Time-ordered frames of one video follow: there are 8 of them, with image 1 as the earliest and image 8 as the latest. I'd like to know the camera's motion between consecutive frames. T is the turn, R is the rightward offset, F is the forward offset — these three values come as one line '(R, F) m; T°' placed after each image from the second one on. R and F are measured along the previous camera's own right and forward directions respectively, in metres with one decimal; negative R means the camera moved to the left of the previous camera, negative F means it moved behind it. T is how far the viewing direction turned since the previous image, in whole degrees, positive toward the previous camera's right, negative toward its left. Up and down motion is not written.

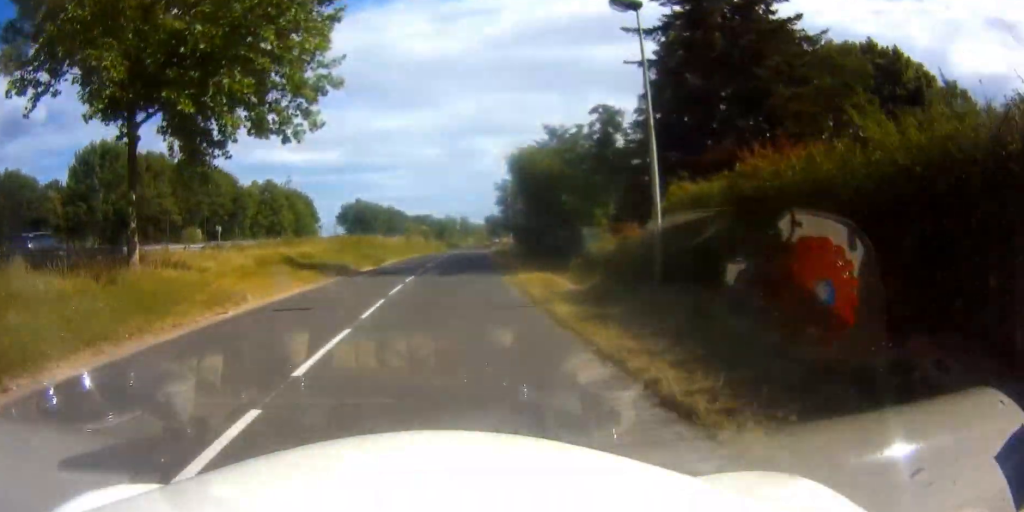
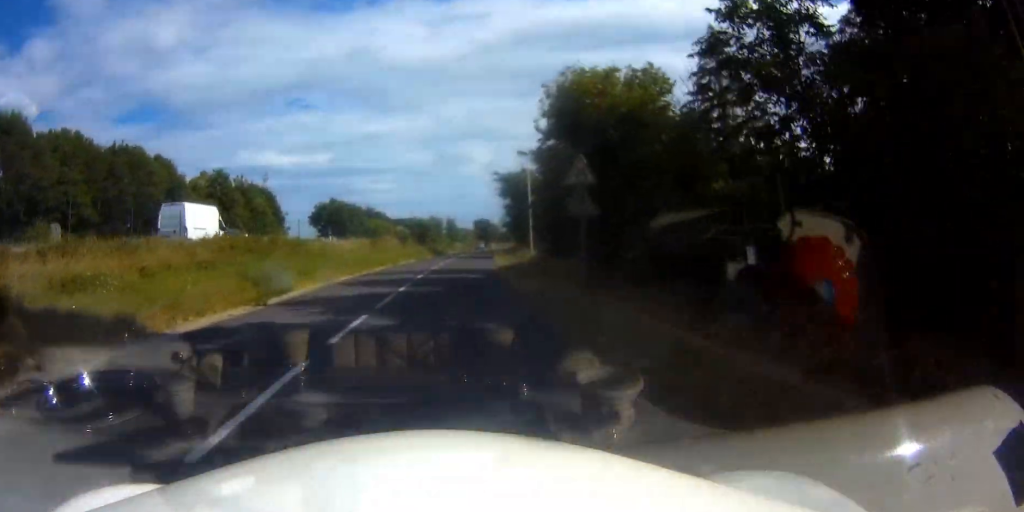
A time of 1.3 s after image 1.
(+0.3, +19.9) m; +2°
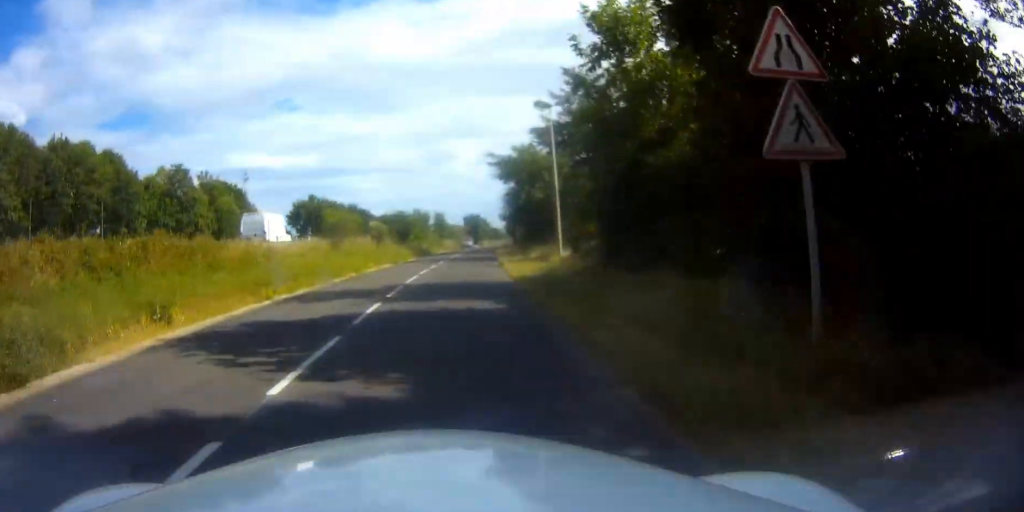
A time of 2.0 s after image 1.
(+0.1, +11.3) m; +1°
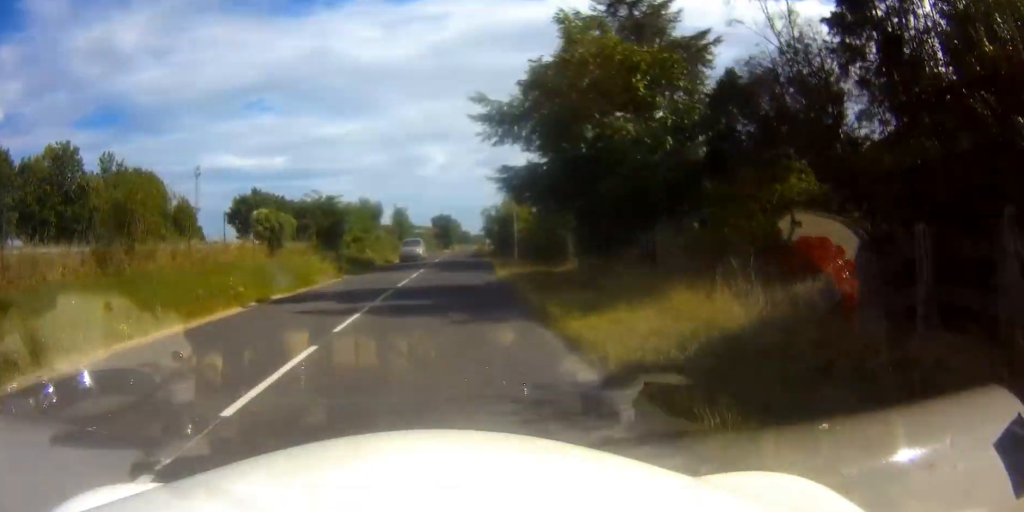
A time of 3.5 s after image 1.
(+0.4, +22.2) m; +3°
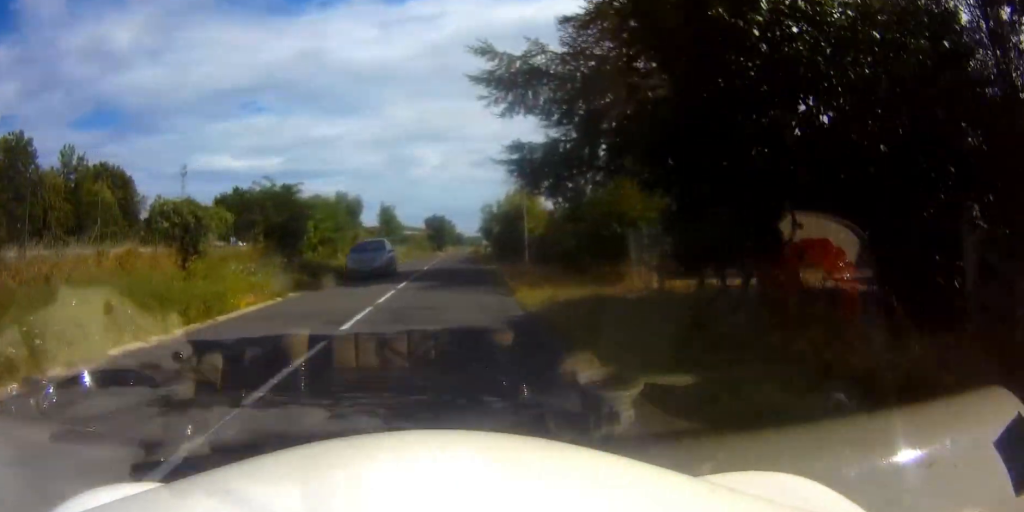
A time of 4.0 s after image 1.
(+0.1, +8.1) m; +1°
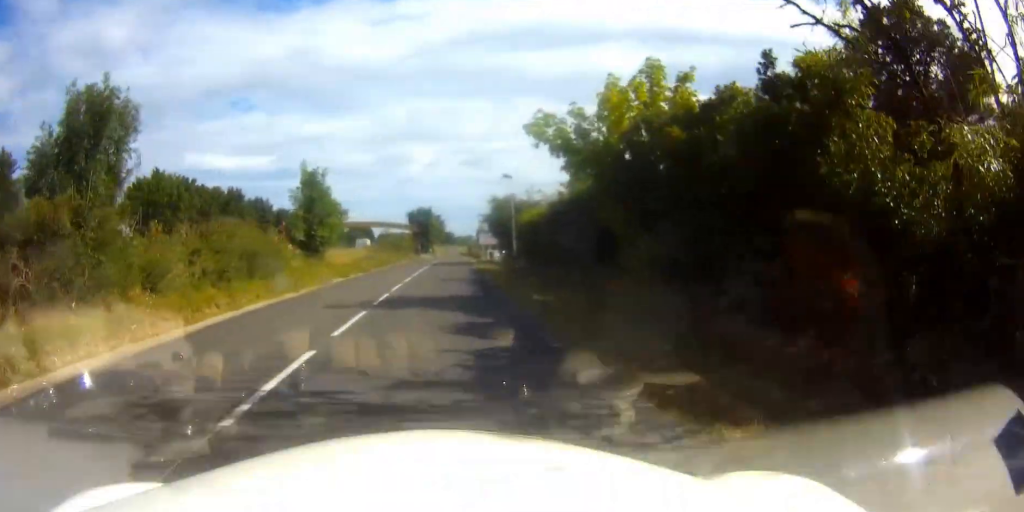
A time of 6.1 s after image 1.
(+0.2, +30.5) m; 0°
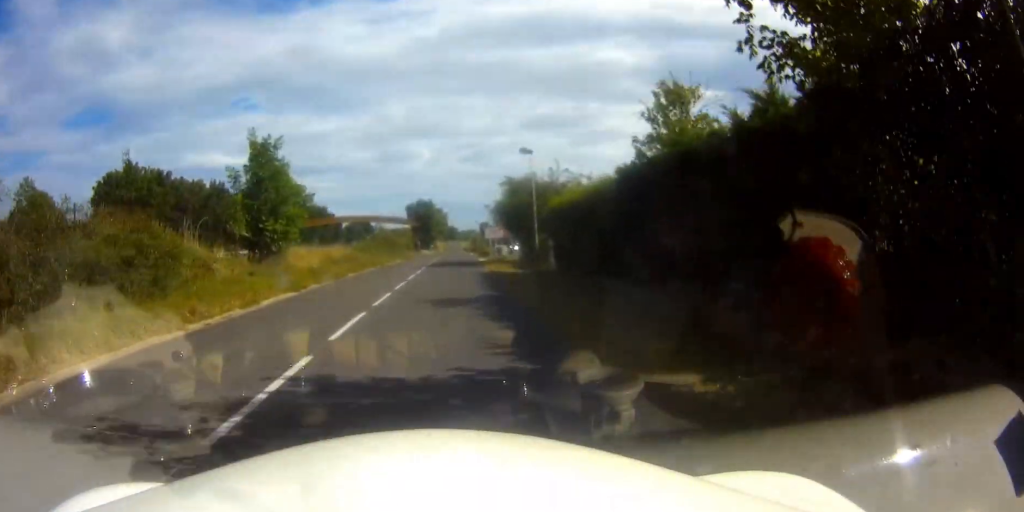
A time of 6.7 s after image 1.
(0.0, +9.1) m; 0°
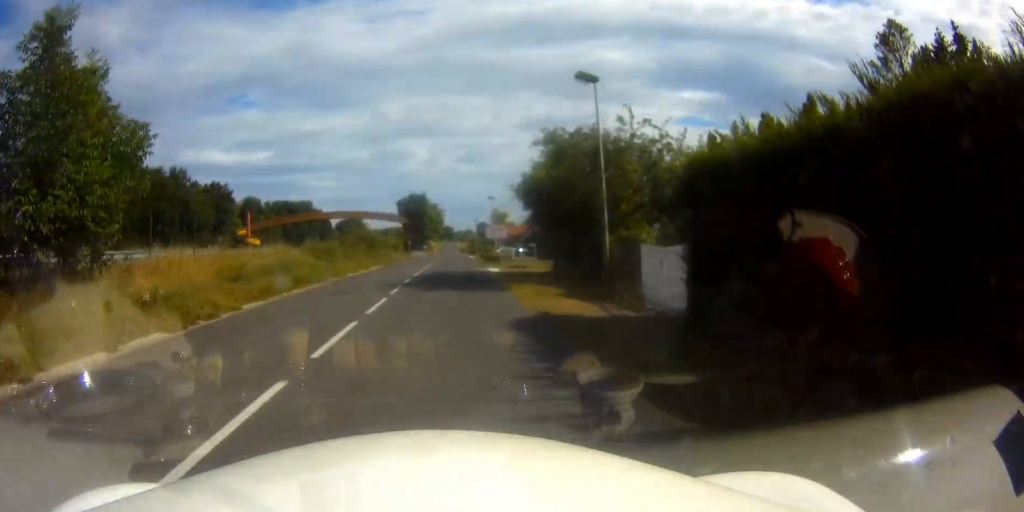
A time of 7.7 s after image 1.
(0.0, +13.9) m; 0°
